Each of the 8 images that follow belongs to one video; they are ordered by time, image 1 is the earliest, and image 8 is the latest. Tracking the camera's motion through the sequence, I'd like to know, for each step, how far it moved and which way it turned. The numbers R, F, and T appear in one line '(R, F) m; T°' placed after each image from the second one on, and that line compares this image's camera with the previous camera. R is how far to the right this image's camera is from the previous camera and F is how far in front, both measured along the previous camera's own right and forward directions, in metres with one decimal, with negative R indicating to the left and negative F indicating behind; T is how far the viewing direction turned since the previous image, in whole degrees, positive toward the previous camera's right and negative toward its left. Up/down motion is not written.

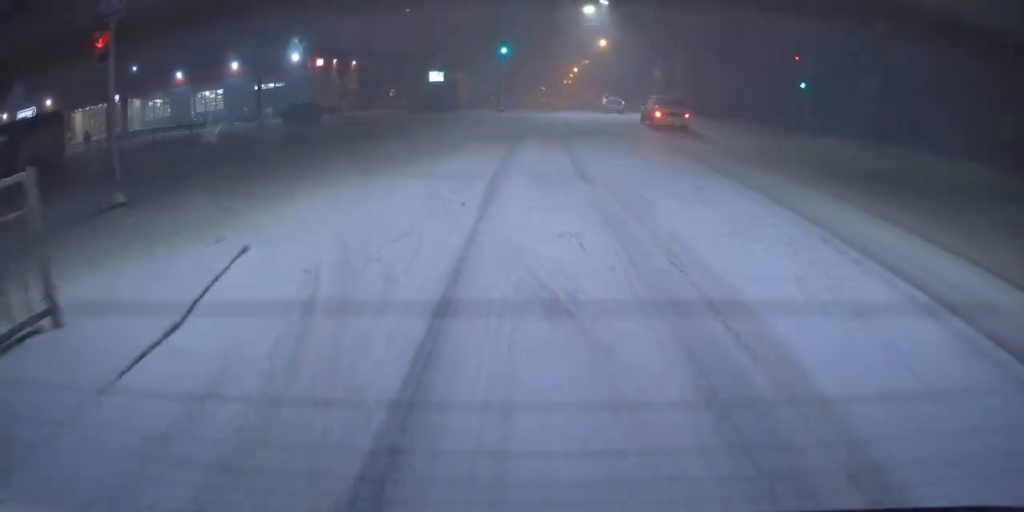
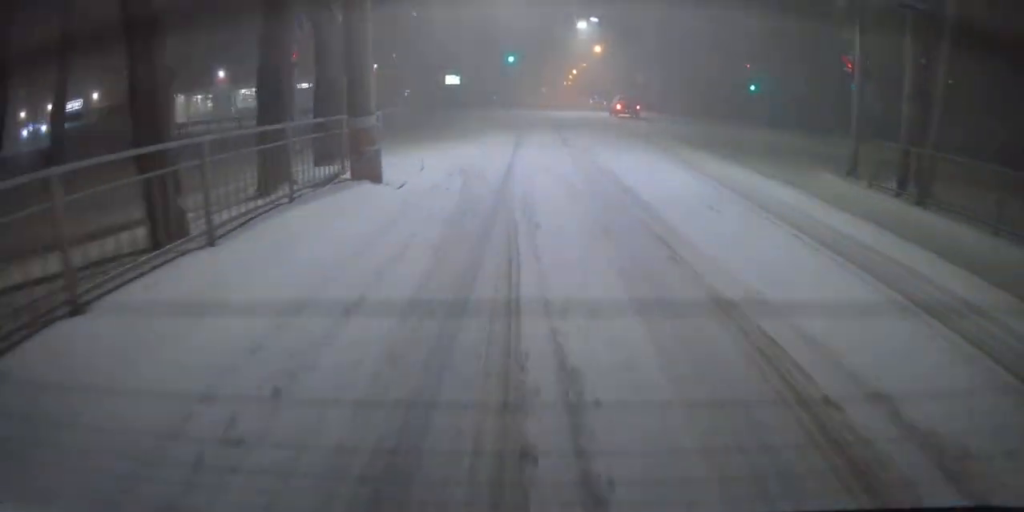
(+0.1, +8.2) m; -1°
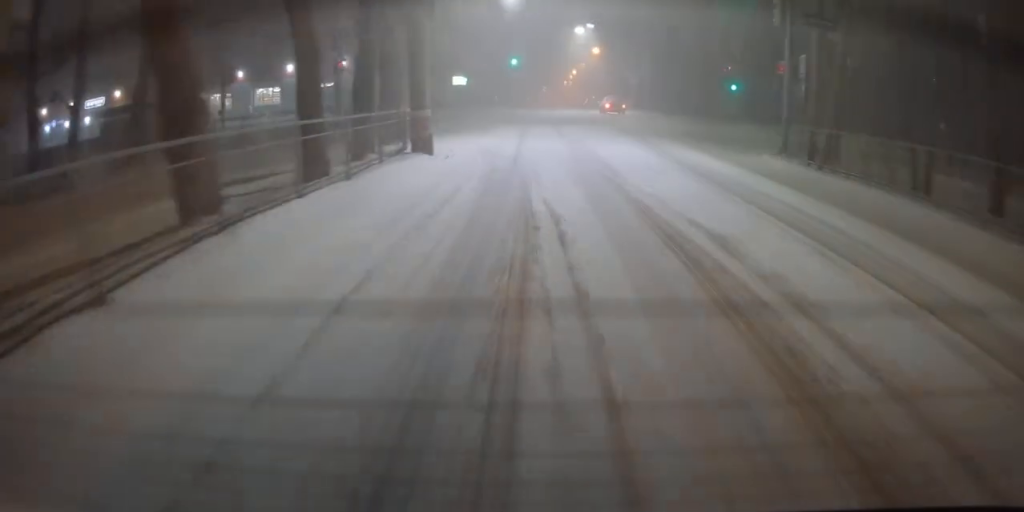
(-0.1, +4.2) m; 0°
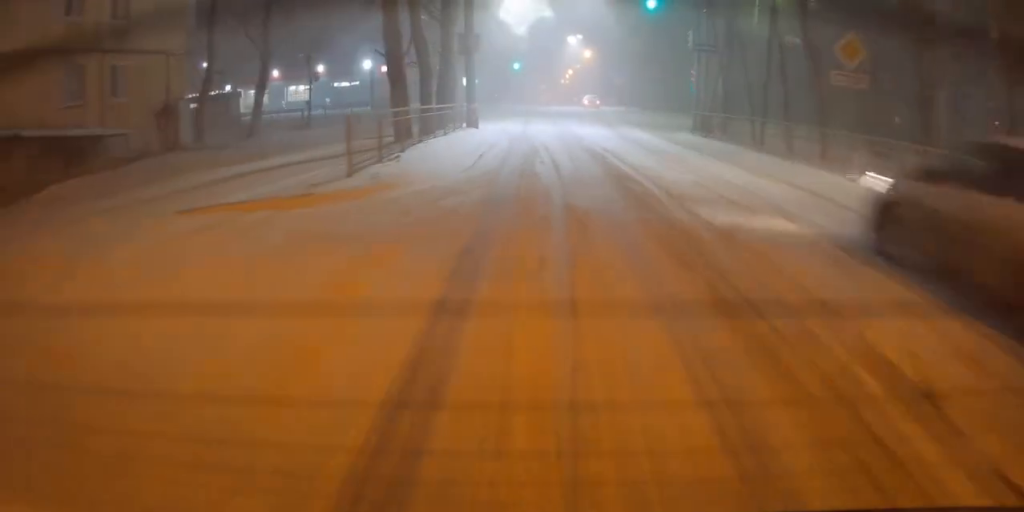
(0.0, +10.0) m; +1°
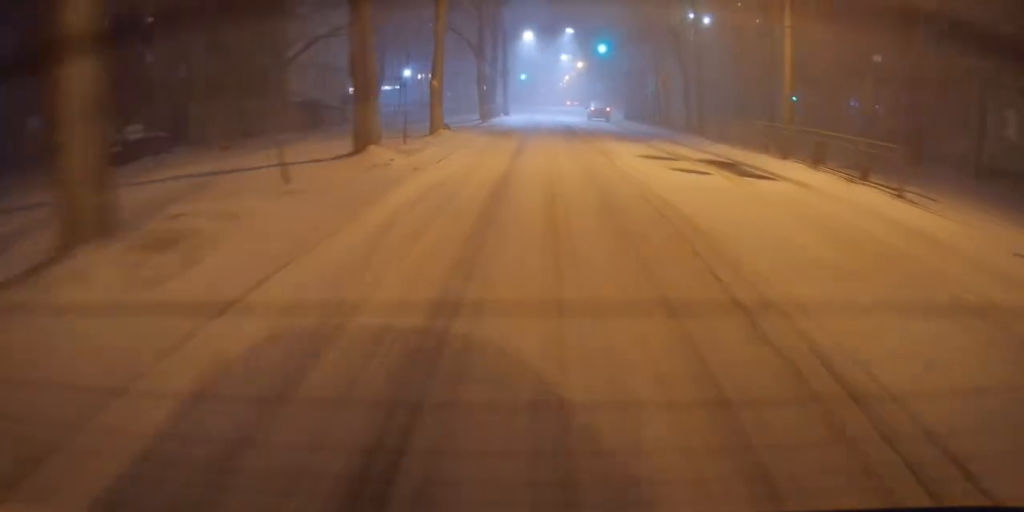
(-0.2, +21.7) m; -2°
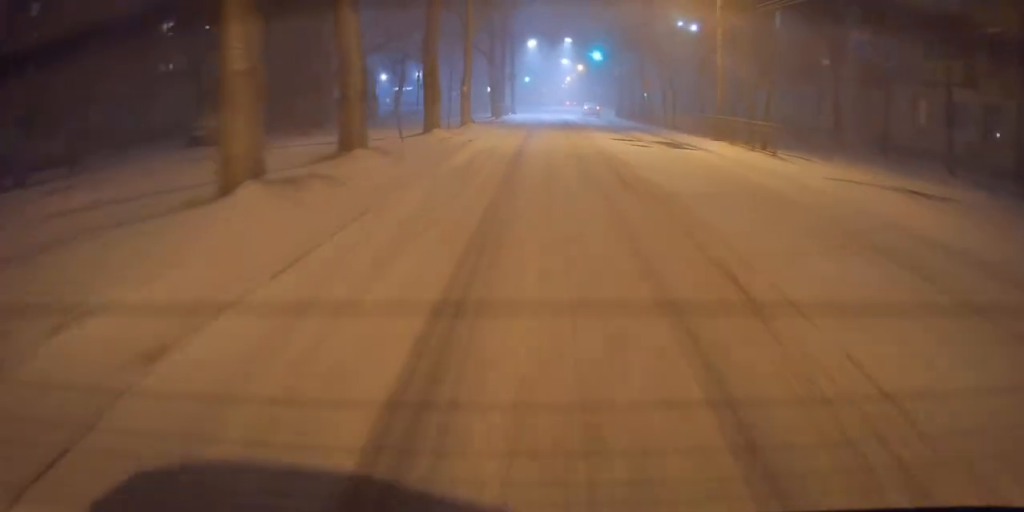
(+0.1, +6.8) m; 0°
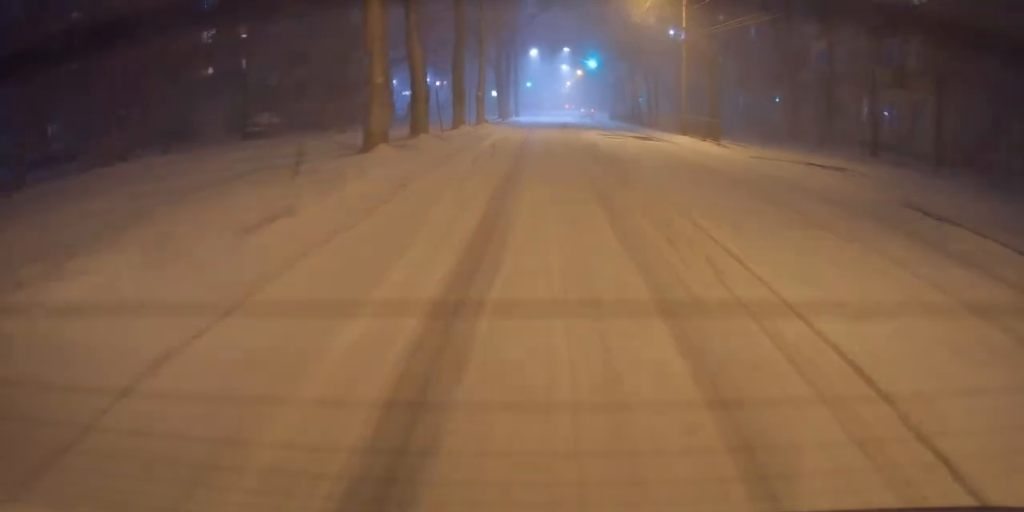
(0.0, +5.9) m; -2°
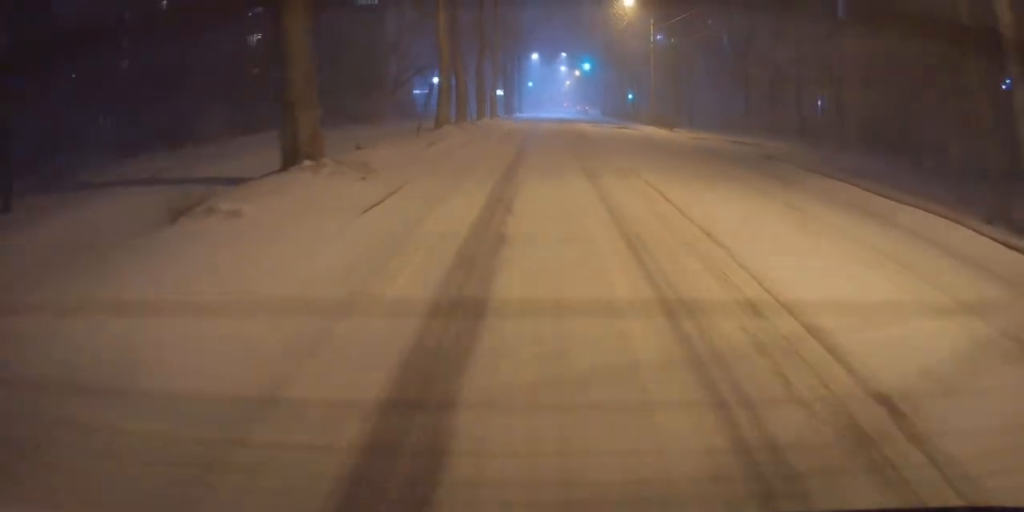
(-0.3, +9.0) m; -1°
